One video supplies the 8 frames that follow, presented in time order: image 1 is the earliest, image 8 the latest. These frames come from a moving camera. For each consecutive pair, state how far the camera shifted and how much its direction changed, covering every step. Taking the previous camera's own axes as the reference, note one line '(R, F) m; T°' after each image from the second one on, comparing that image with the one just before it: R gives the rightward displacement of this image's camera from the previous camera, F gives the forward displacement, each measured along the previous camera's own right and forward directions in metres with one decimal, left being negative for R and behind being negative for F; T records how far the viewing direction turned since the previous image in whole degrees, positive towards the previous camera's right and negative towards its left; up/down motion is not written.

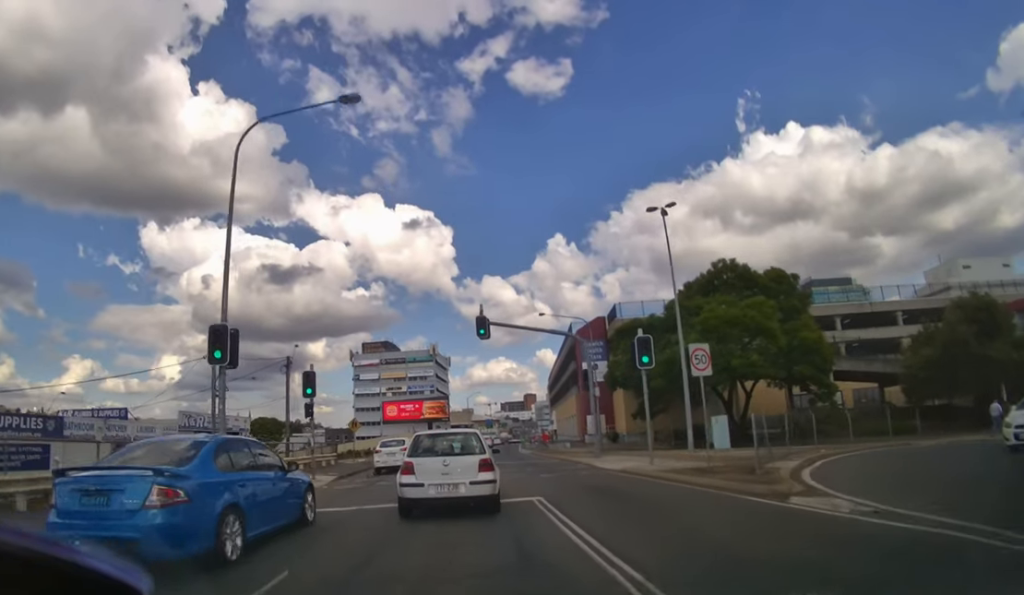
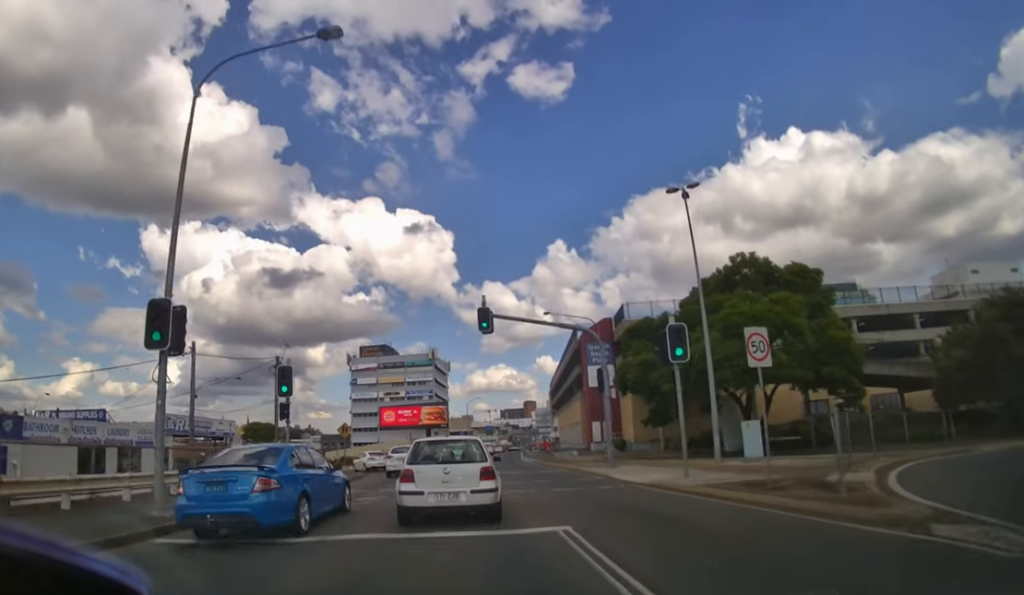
(0.0, +3.0) m; 0°
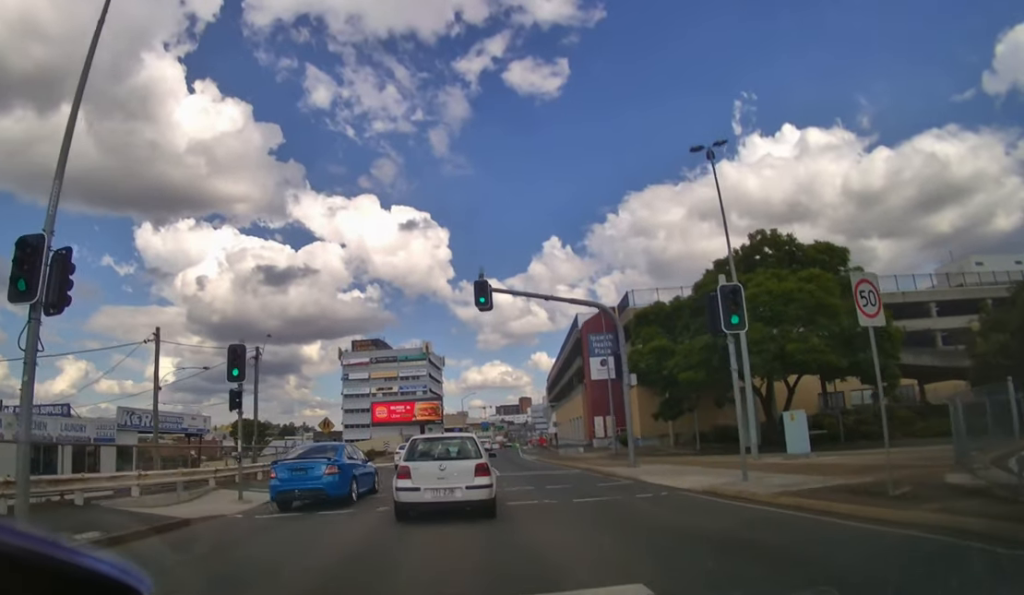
(0.0, +3.7) m; 0°
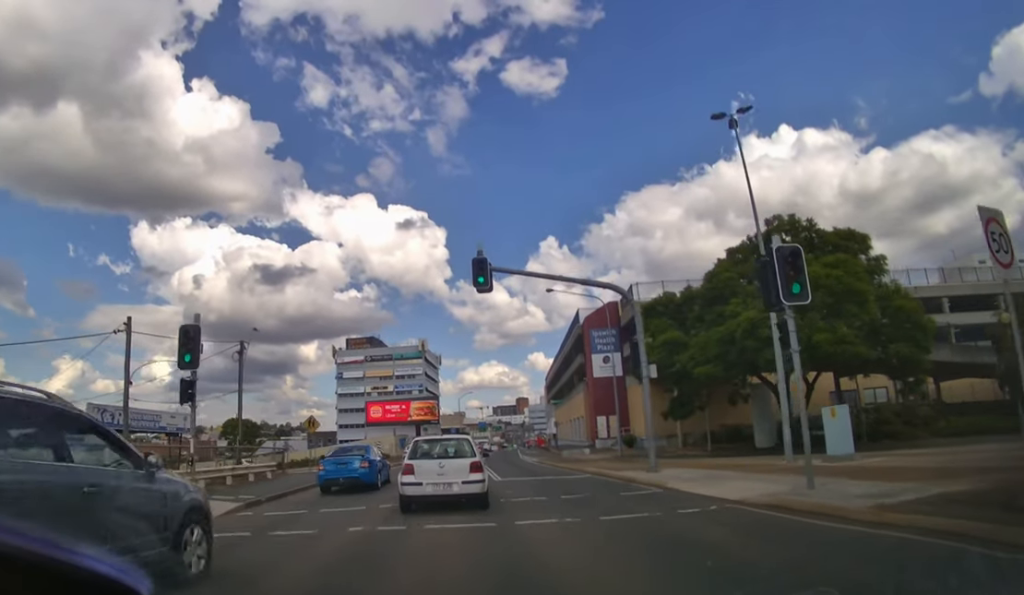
(0.0, +2.4) m; 0°
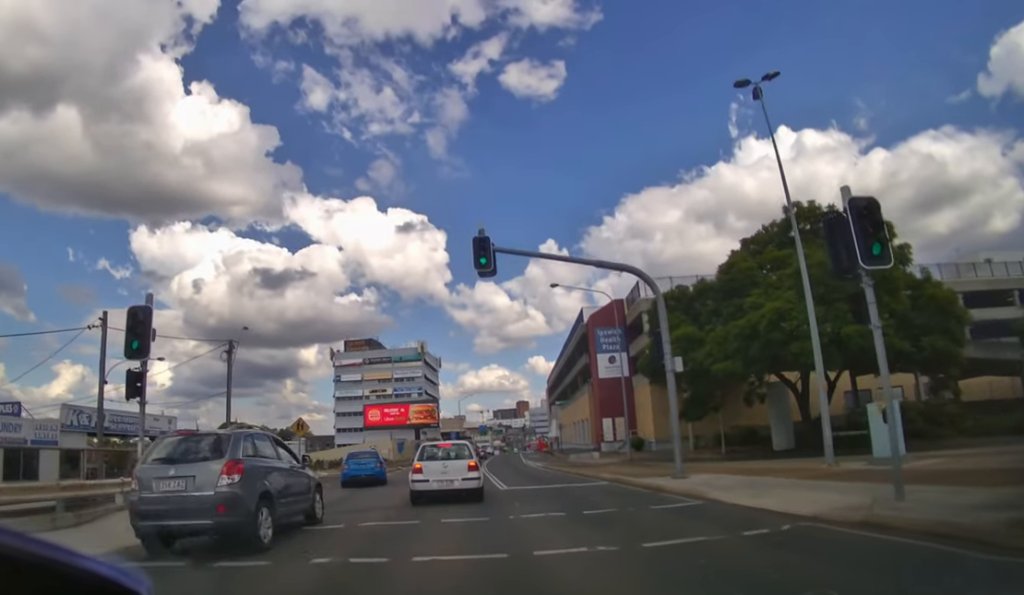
(0.0, +2.1) m; +1°
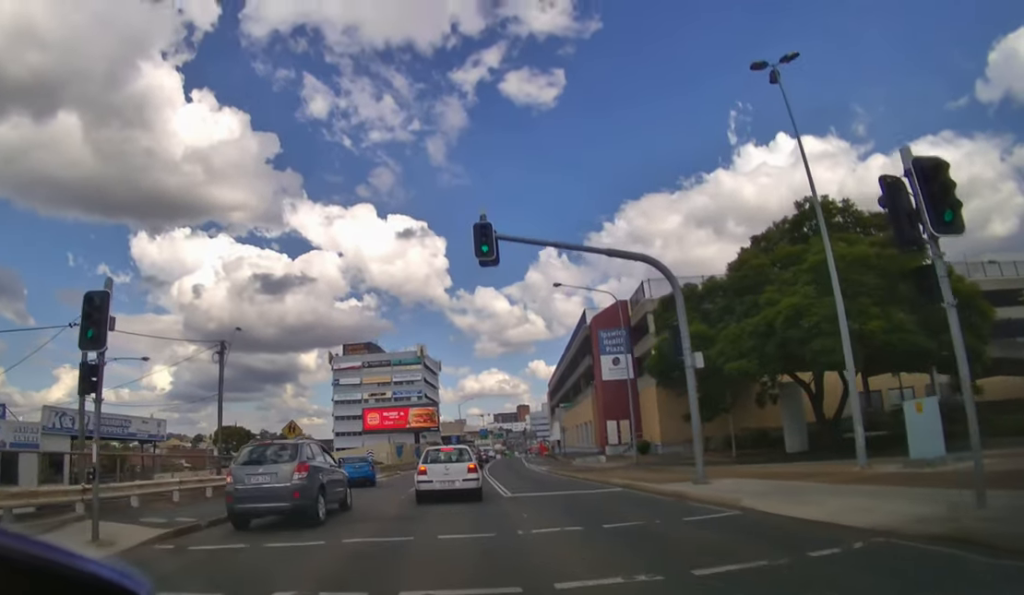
(0.0, +1.5) m; 0°
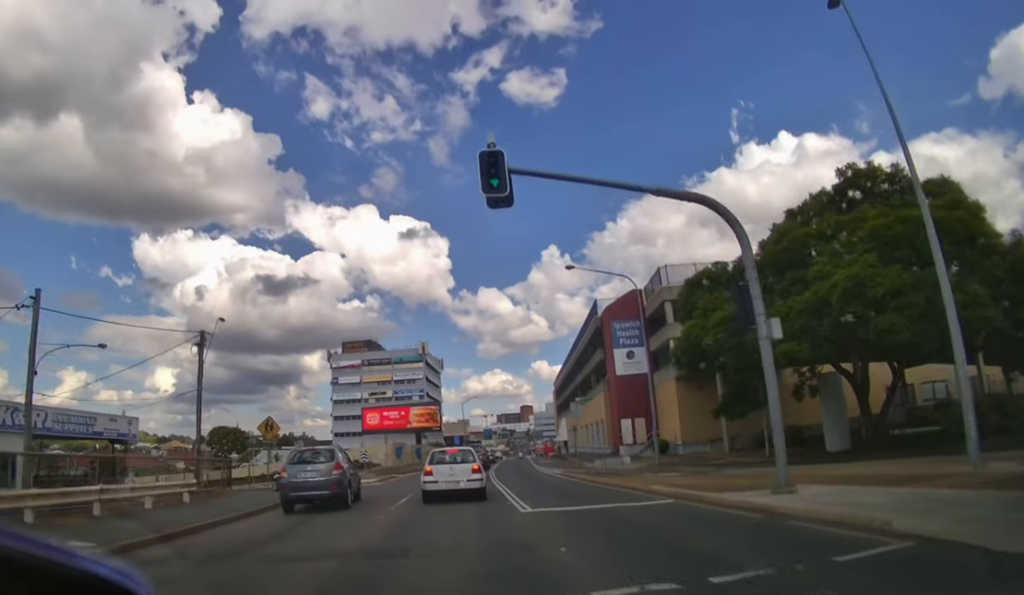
(0.0, +2.9) m; 0°
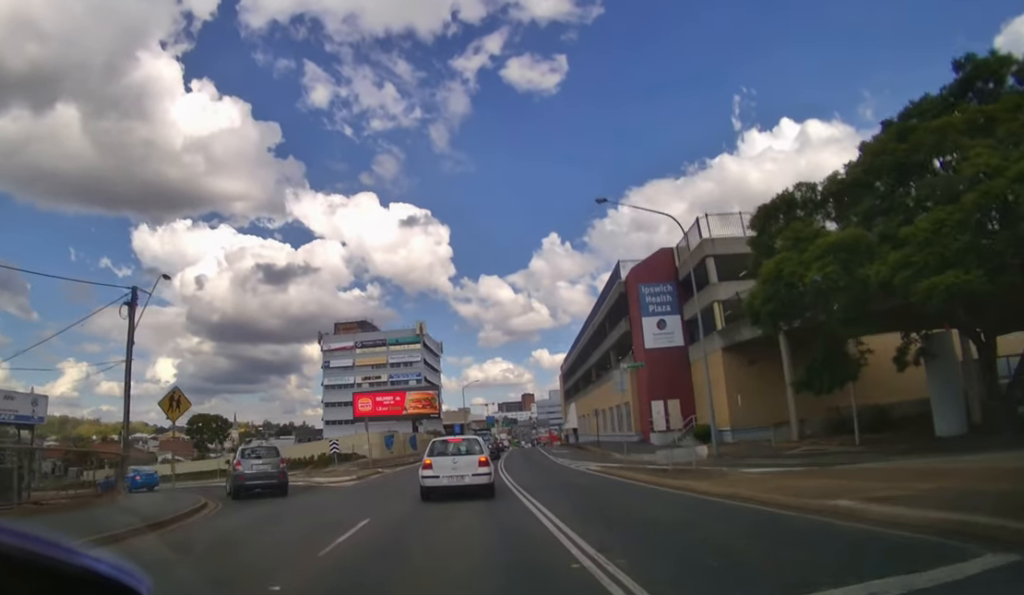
(0.0, +5.7) m; 0°
